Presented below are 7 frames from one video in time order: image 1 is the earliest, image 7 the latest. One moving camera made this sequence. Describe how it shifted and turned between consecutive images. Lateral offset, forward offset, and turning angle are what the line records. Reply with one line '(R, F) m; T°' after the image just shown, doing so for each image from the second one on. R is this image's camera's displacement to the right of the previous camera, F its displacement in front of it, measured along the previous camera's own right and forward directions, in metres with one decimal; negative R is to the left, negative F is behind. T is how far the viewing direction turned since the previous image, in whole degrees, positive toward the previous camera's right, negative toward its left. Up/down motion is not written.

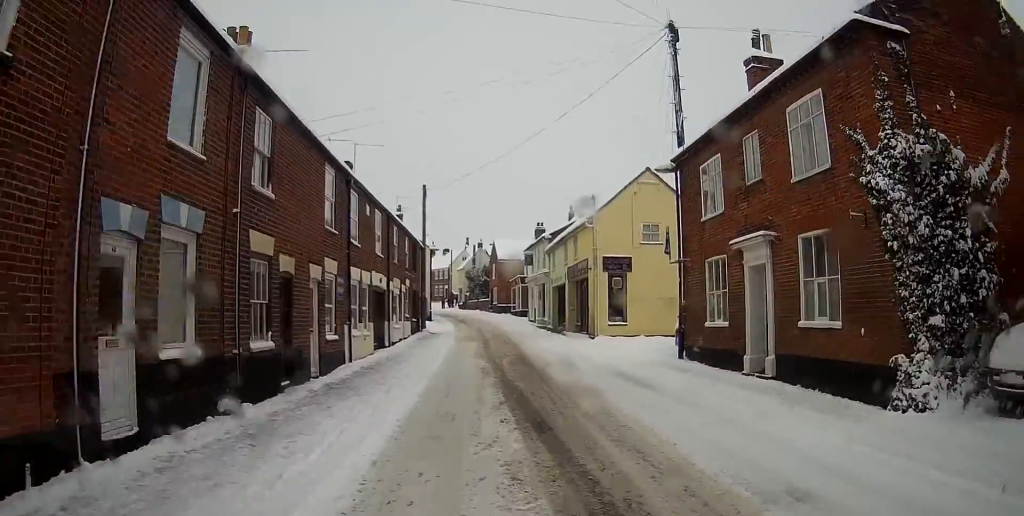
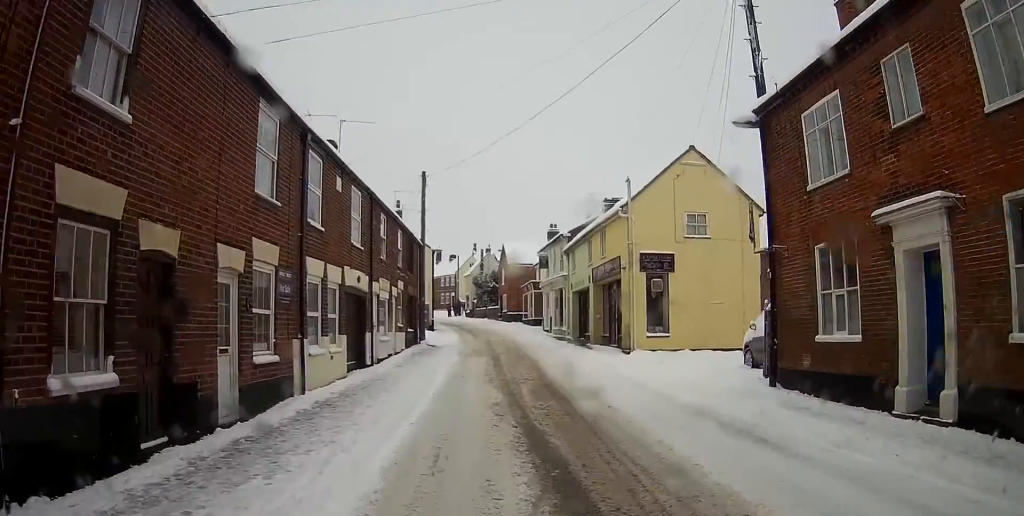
(0.0, +6.5) m; -1°
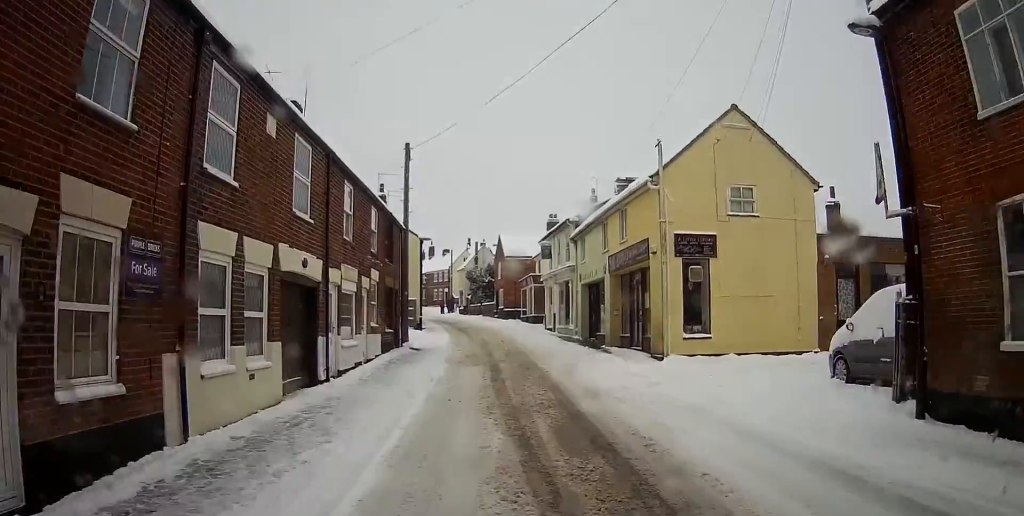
(0.0, +5.6) m; -1°
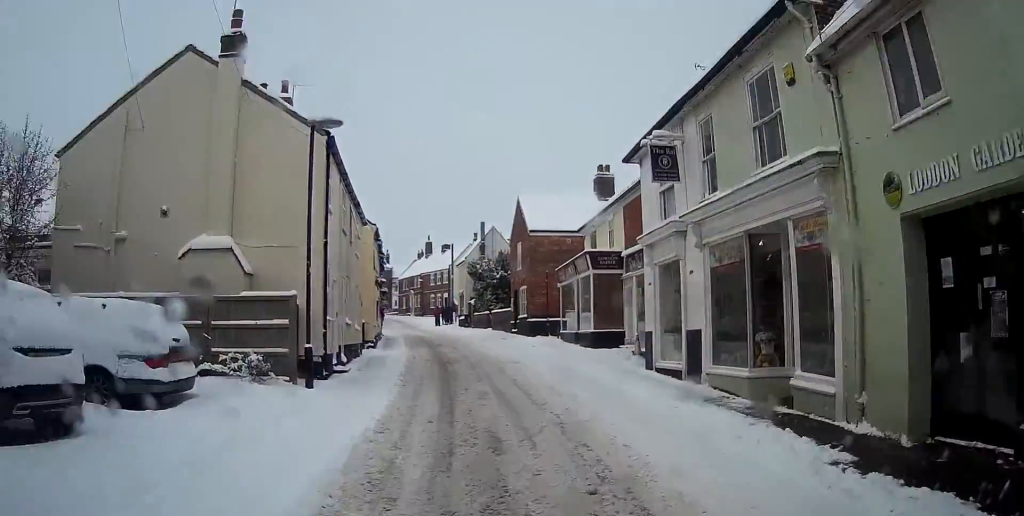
(-0.7, +28.0) m; -3°
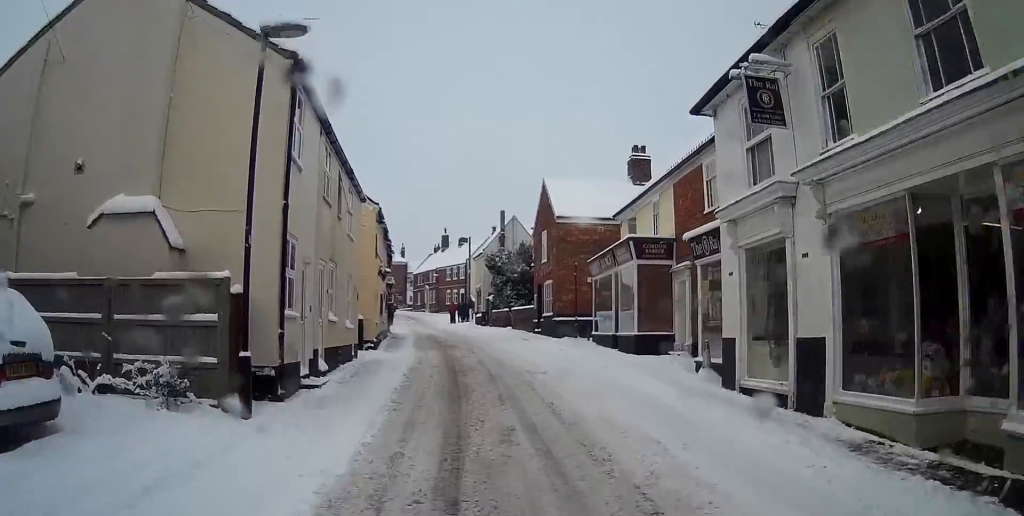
(0.0, +5.0) m; -1°
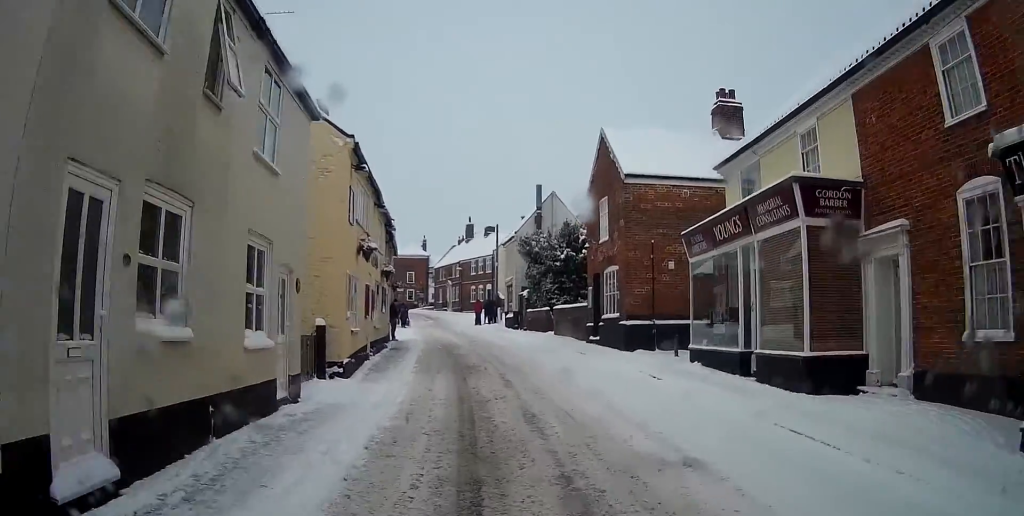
(-0.4, +10.7) m; -2°
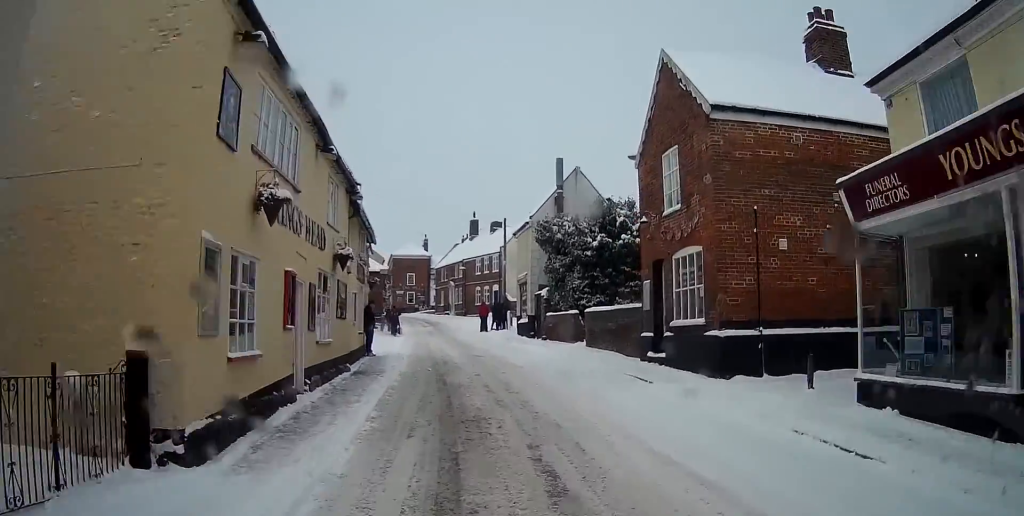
(+0.1, +8.3) m; +1°
